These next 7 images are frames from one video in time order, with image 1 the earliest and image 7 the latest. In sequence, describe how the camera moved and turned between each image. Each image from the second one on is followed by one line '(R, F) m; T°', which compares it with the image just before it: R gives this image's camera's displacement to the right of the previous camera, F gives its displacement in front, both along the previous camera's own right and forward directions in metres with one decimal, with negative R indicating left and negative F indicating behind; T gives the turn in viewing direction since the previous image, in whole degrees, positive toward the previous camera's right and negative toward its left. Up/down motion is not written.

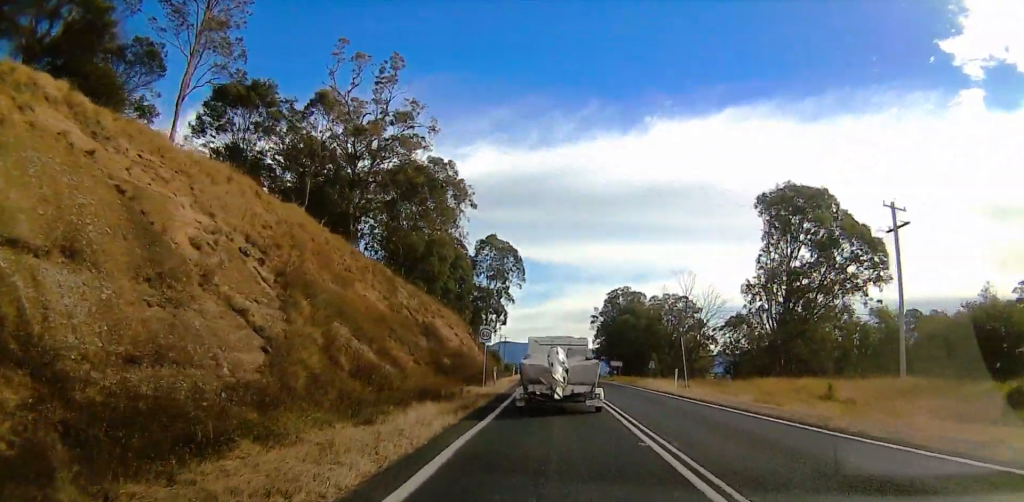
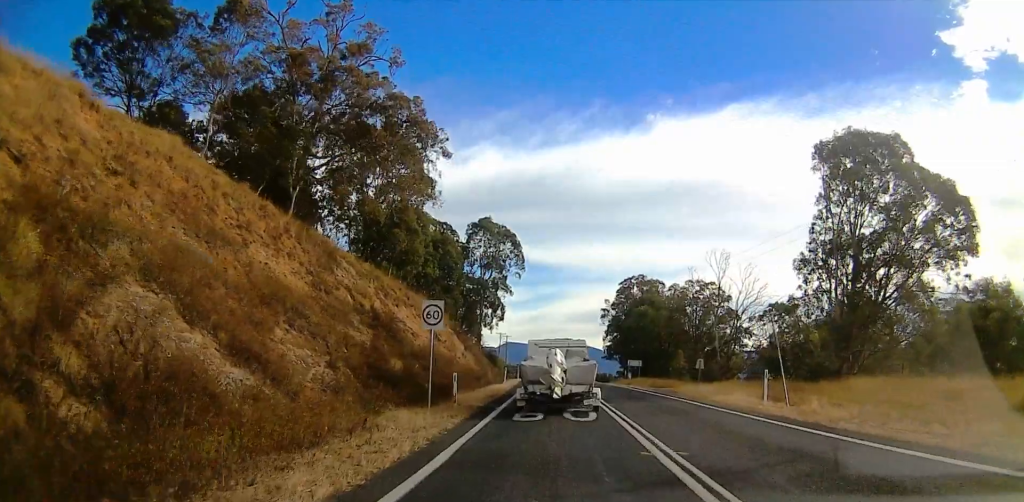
(-0.1, +15.5) m; 0°
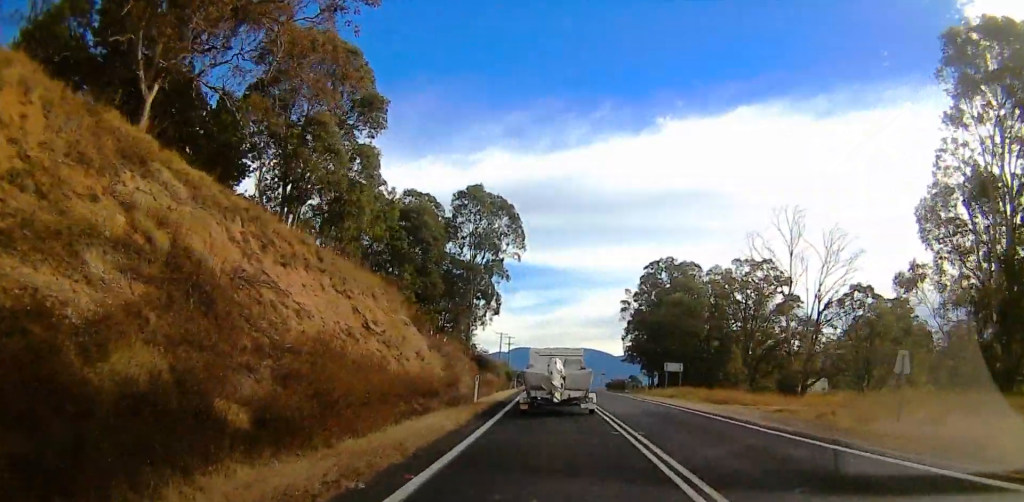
(+0.2, +20.5) m; +1°
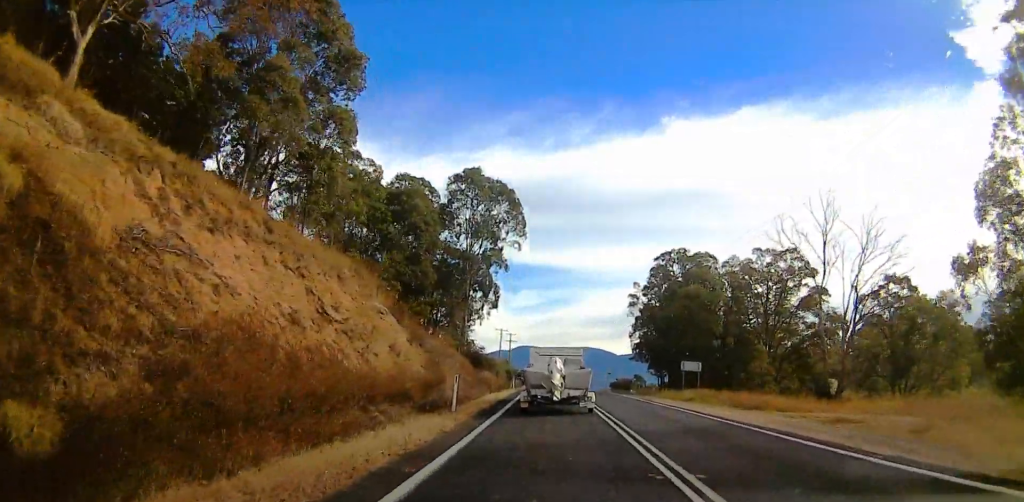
(0.0, +5.5) m; 0°
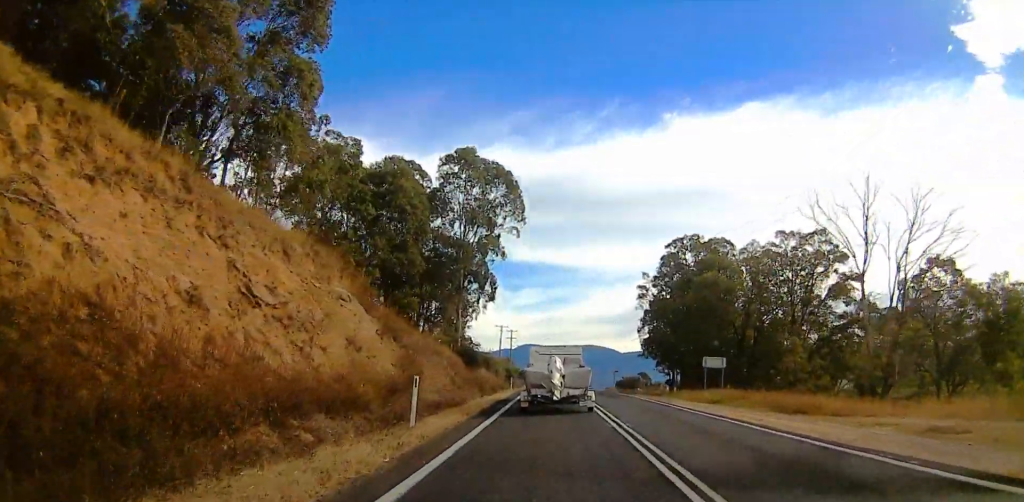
(0.0, +5.9) m; 0°
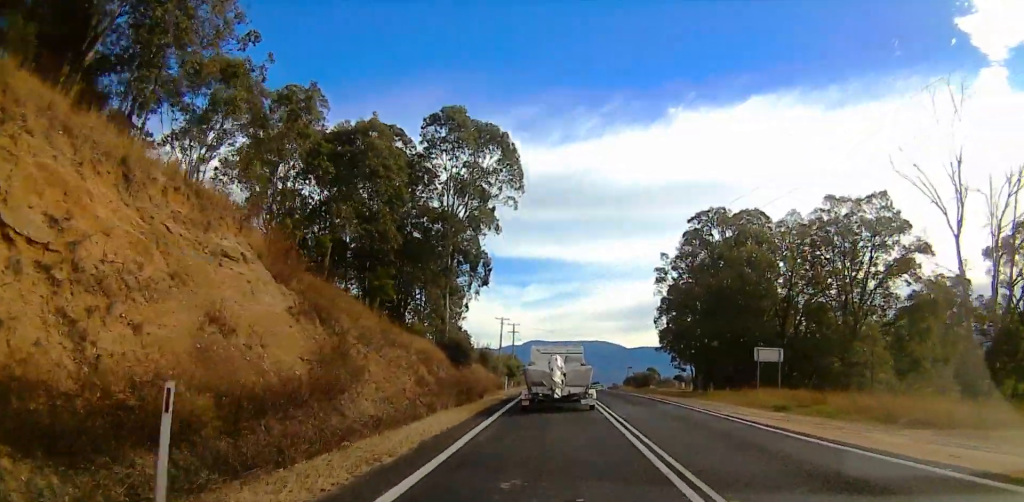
(0.0, +9.2) m; -2°
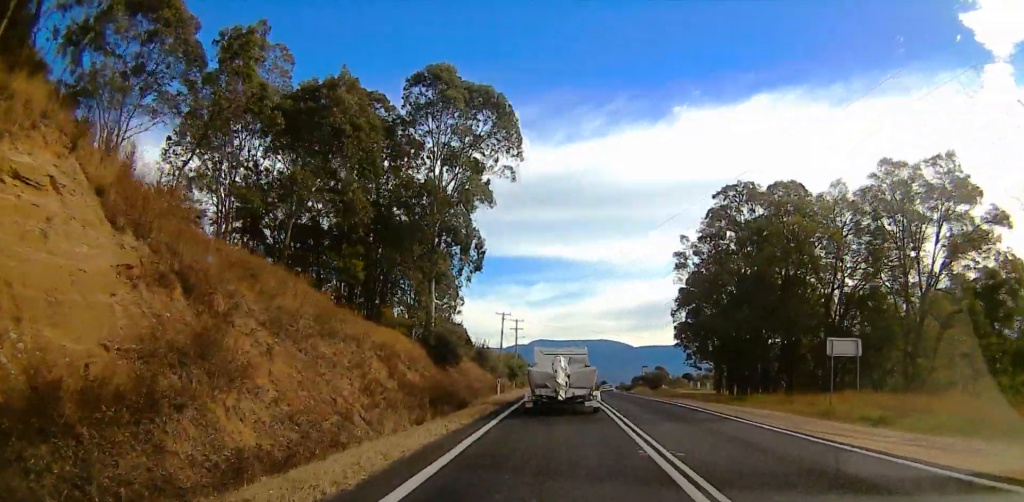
(-0.1, +7.6) m; 0°
